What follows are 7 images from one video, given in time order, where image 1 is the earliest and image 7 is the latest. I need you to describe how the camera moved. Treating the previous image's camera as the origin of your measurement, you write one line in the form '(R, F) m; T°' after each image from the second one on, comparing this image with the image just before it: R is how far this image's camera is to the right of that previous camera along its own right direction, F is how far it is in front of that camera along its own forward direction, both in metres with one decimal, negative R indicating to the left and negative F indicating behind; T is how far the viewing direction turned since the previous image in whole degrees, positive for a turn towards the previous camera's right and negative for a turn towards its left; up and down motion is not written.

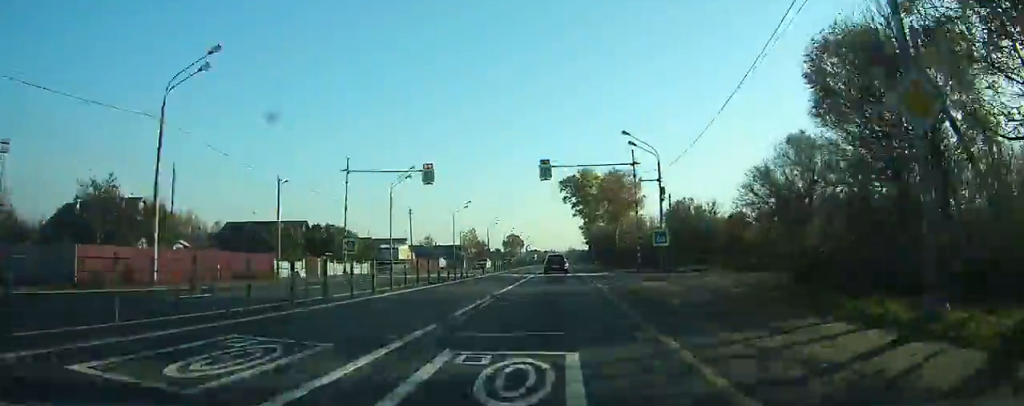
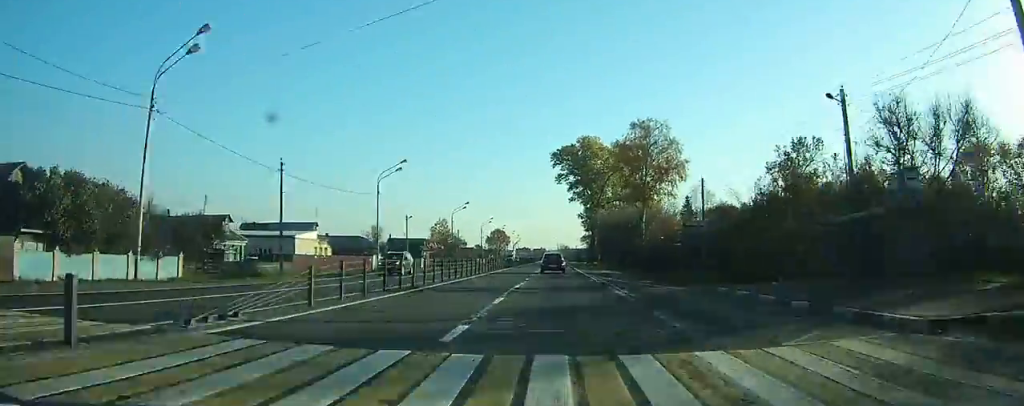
(+0.2, +38.8) m; +1°
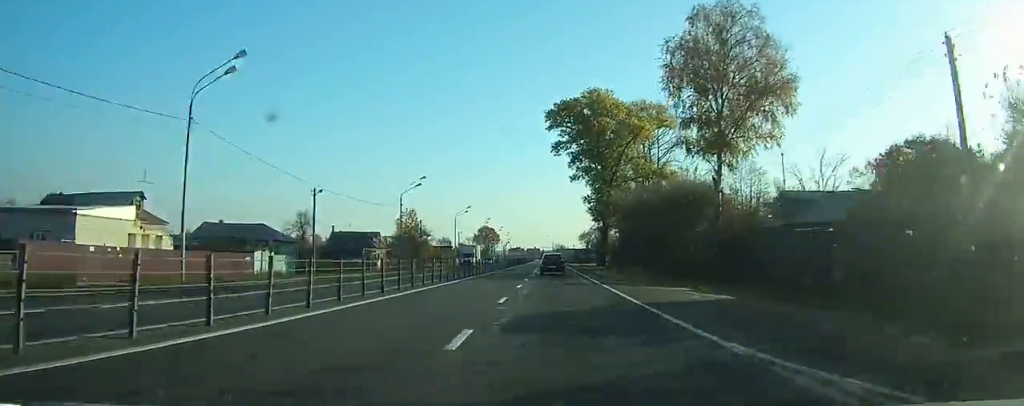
(+0.1, +31.5) m; 0°
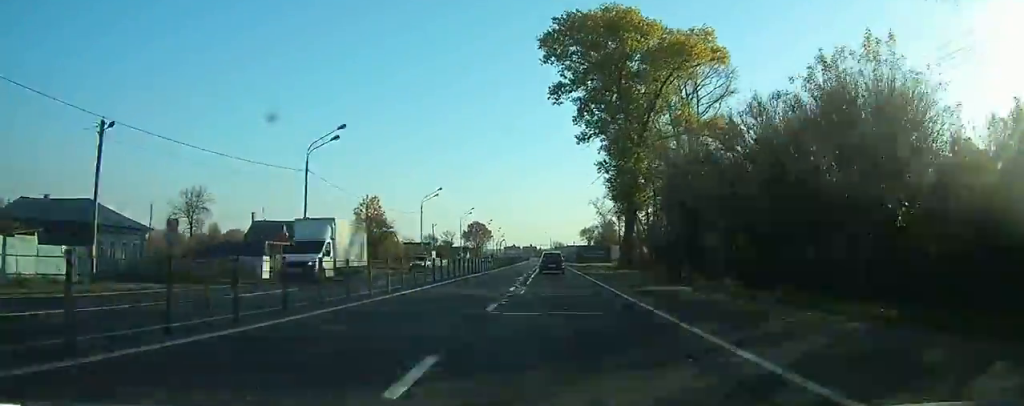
(0.0, +26.6) m; 0°
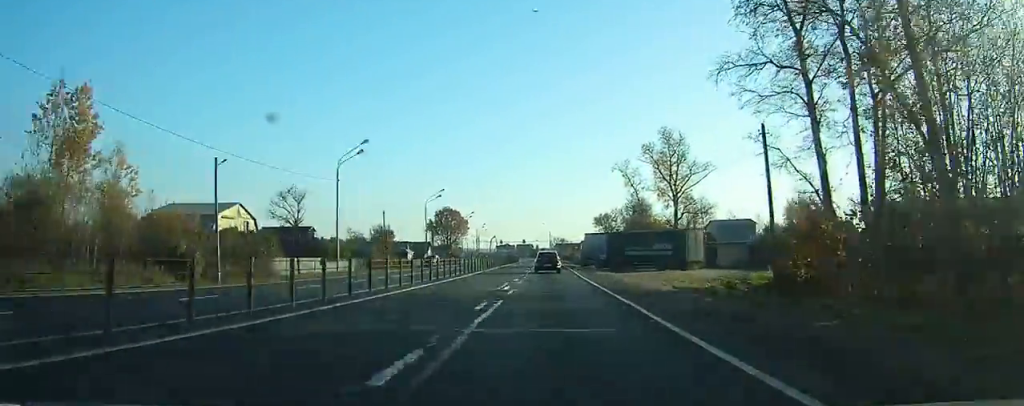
(+0.2, +70.1) m; 0°
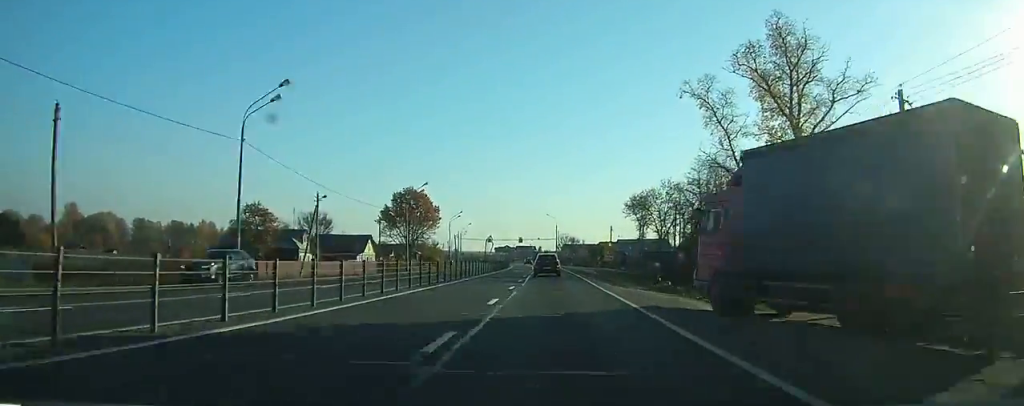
(0.0, +54.4) m; 0°
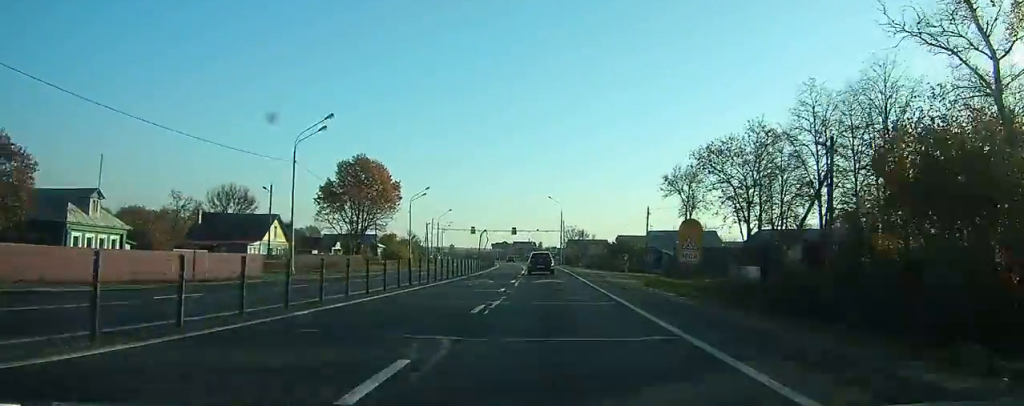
(-0.1, +35.2) m; -1°
